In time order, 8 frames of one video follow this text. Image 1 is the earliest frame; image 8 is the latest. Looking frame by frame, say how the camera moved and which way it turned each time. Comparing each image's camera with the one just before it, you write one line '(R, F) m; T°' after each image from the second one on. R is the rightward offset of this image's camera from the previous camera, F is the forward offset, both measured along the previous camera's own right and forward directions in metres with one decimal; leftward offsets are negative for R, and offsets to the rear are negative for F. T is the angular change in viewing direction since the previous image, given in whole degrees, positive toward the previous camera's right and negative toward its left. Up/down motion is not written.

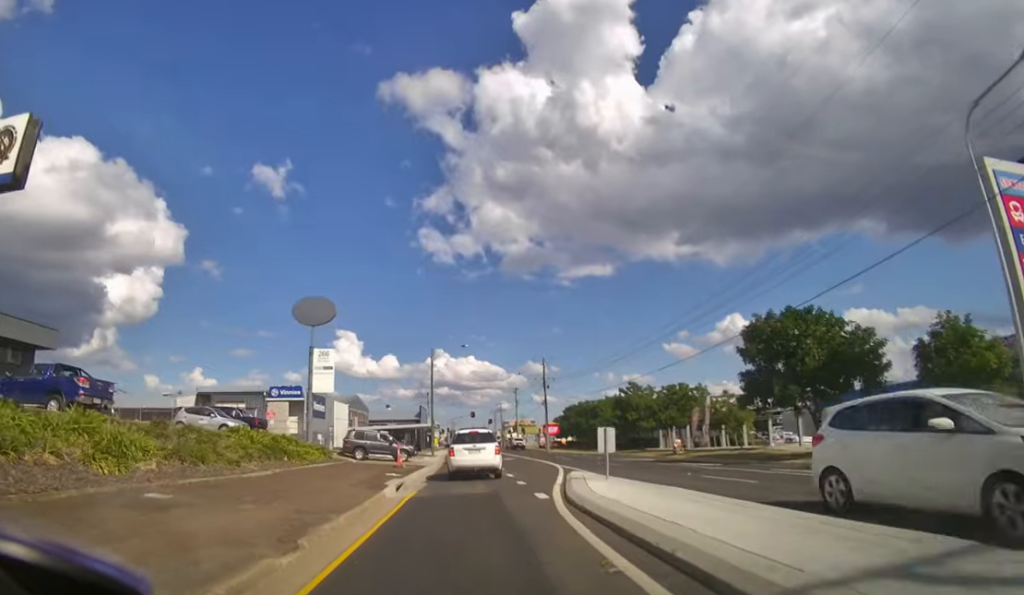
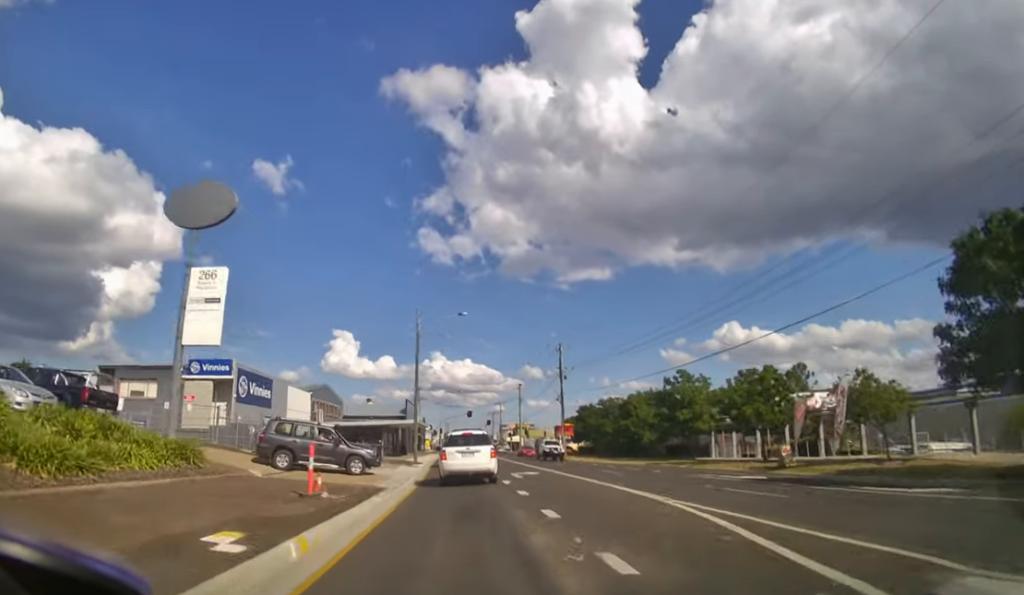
(0.0, +12.6) m; 0°
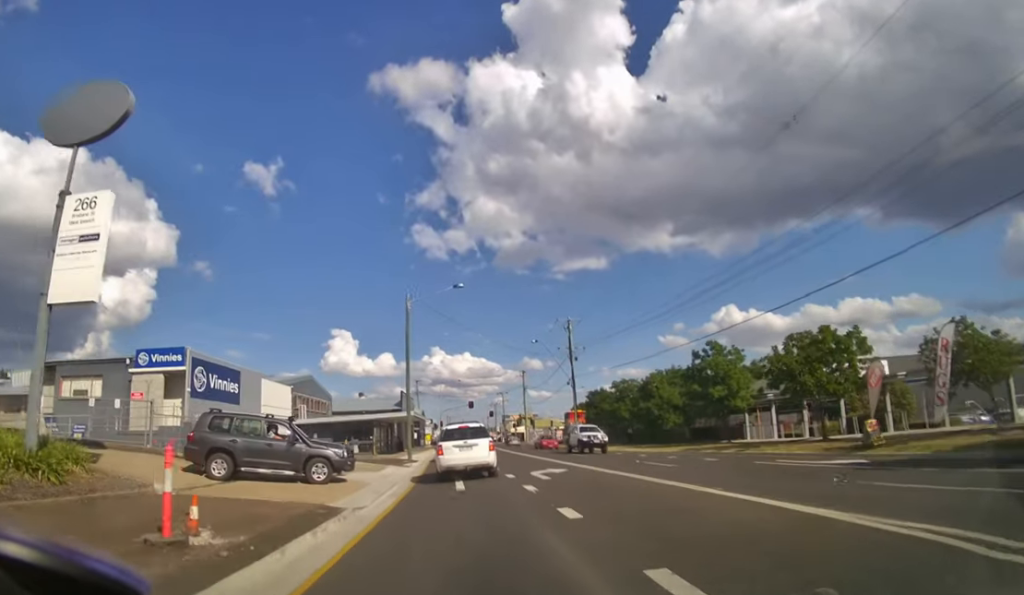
(0.0, +5.1) m; 0°
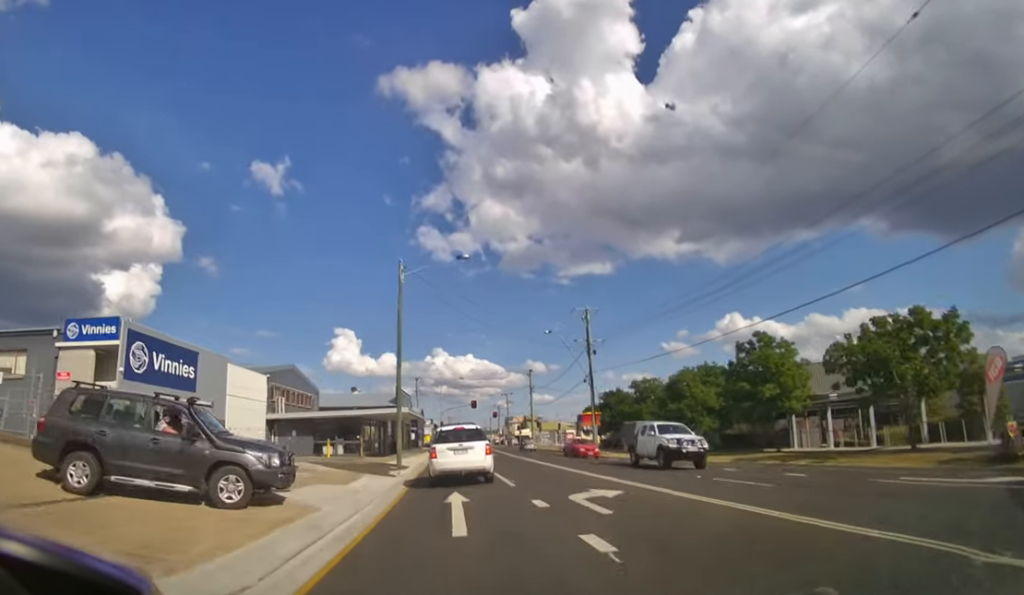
(0.0, +4.9) m; 0°
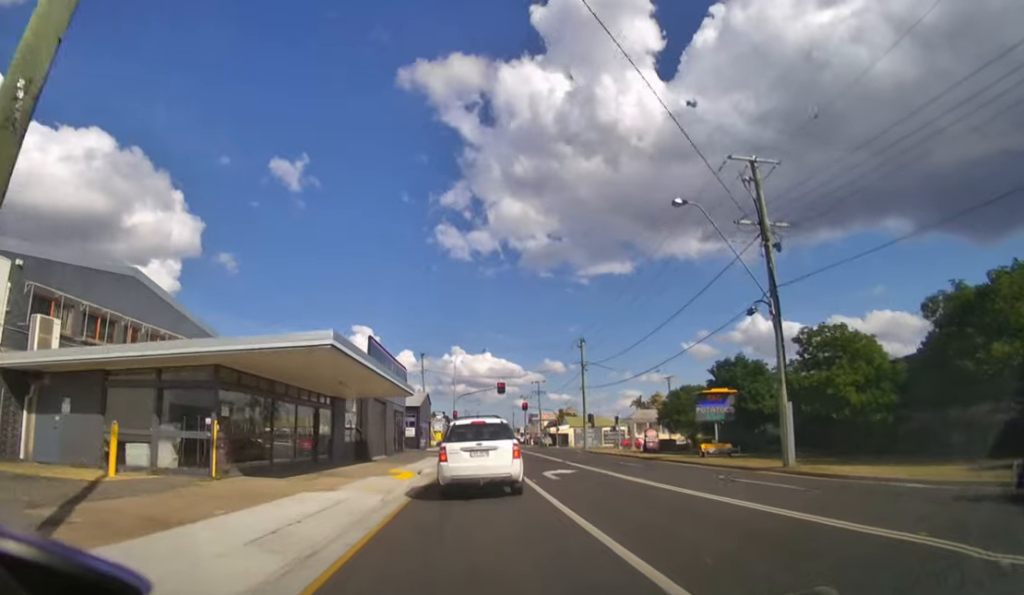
(-0.4, +22.6) m; -1°
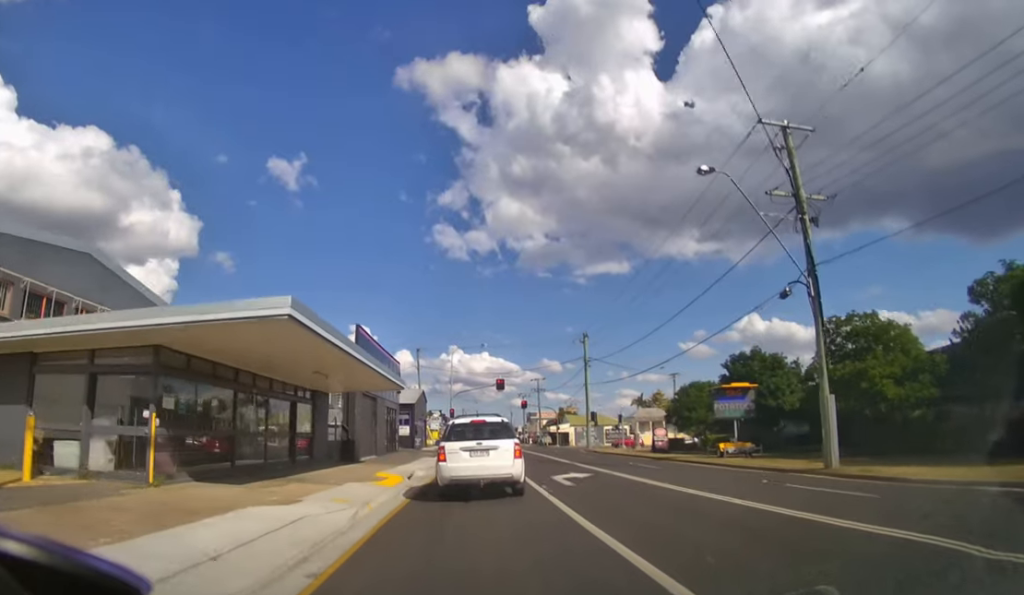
(0.0, +3.0) m; 0°
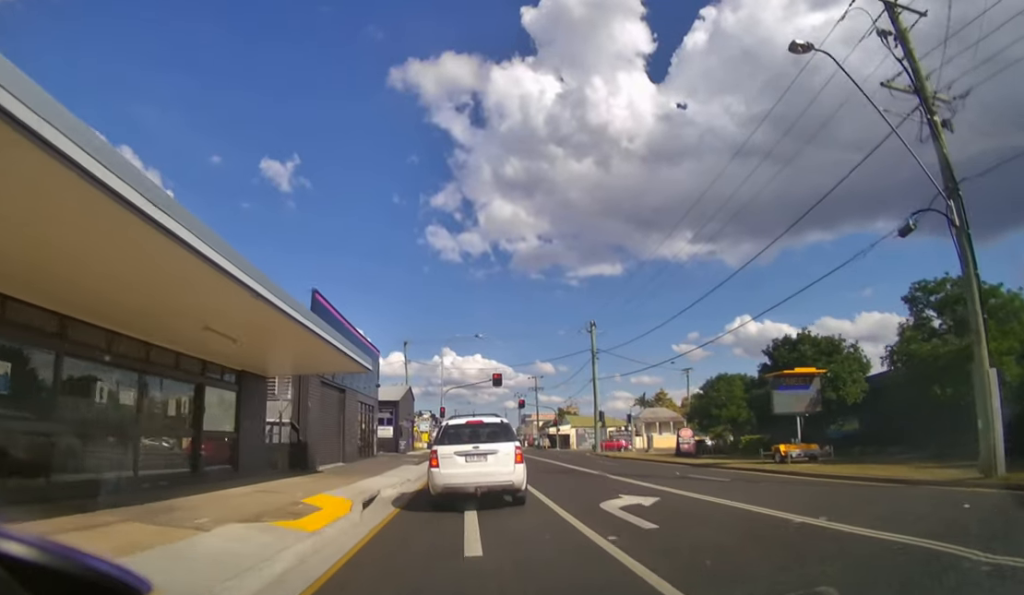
(0.0, +7.3) m; 0°
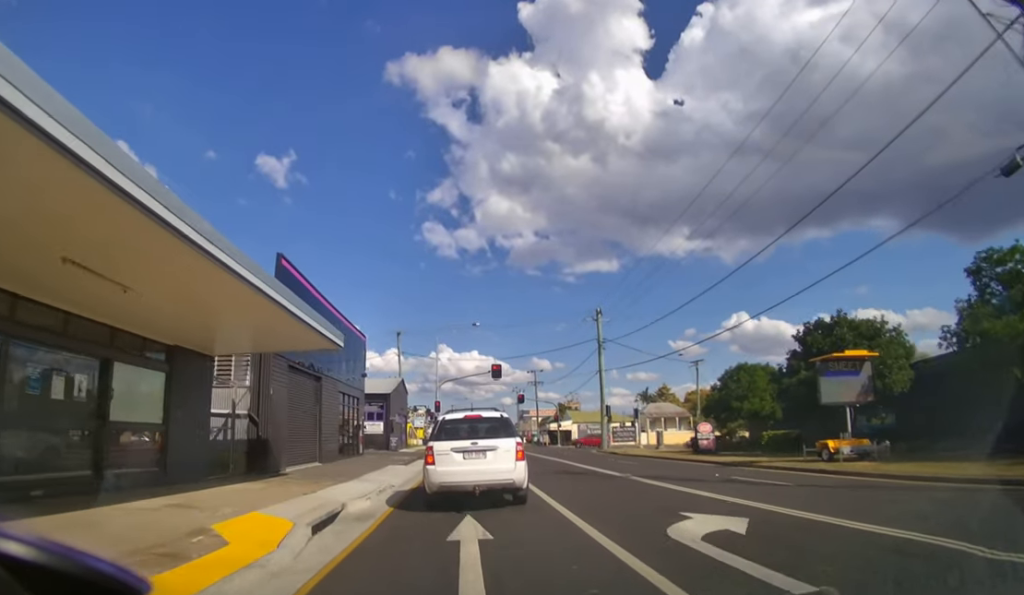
(0.0, +3.9) m; 0°
